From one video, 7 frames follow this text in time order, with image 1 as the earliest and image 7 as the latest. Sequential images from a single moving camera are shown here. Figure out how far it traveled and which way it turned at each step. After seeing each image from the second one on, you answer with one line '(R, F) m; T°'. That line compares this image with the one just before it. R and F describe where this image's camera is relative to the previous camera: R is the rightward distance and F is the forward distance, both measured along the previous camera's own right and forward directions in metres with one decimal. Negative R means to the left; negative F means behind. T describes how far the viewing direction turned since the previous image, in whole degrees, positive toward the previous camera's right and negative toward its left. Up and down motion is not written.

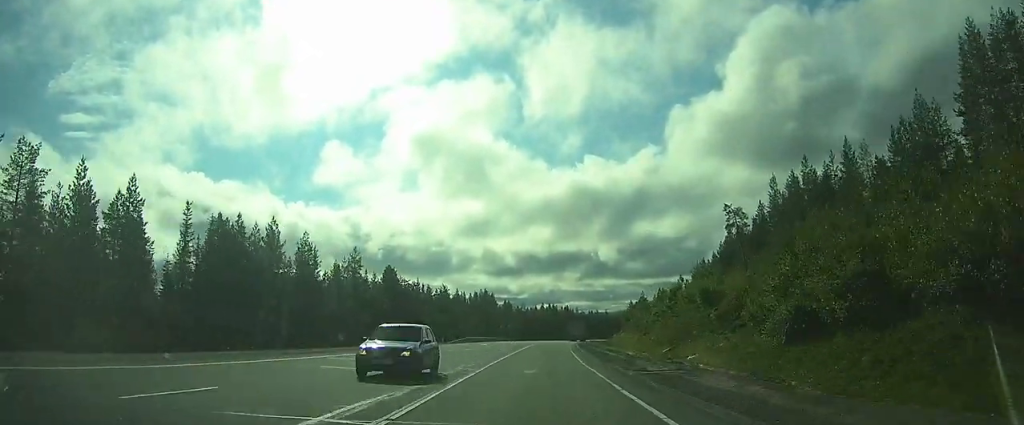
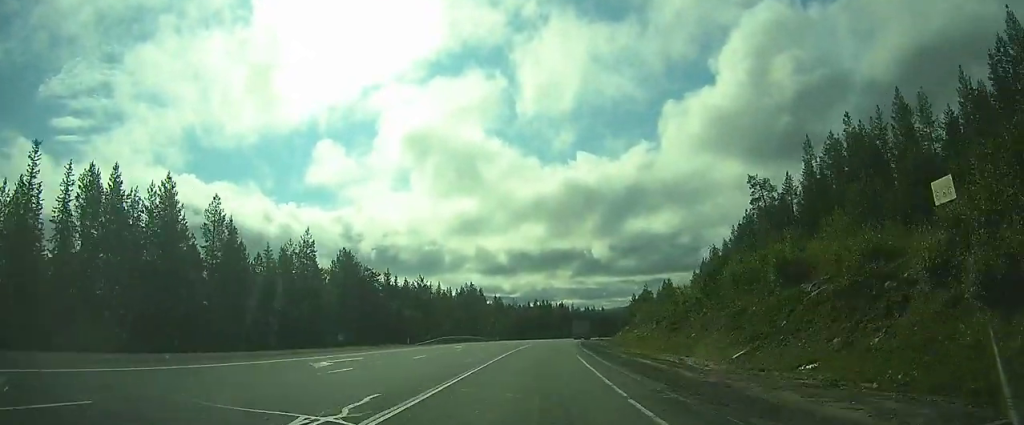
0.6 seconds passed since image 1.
(0.0, +12.1) m; 0°
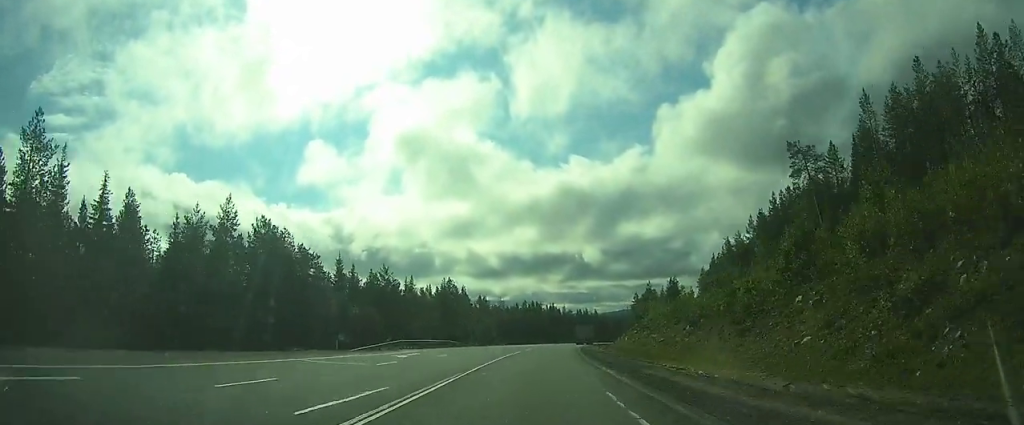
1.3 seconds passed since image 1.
(0.0, +13.5) m; 0°
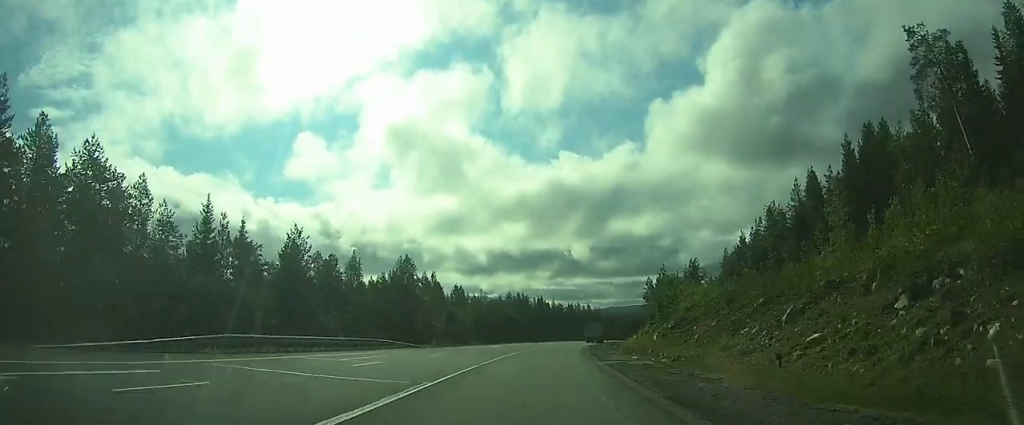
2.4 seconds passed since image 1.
(0.0, +21.4) m; 0°
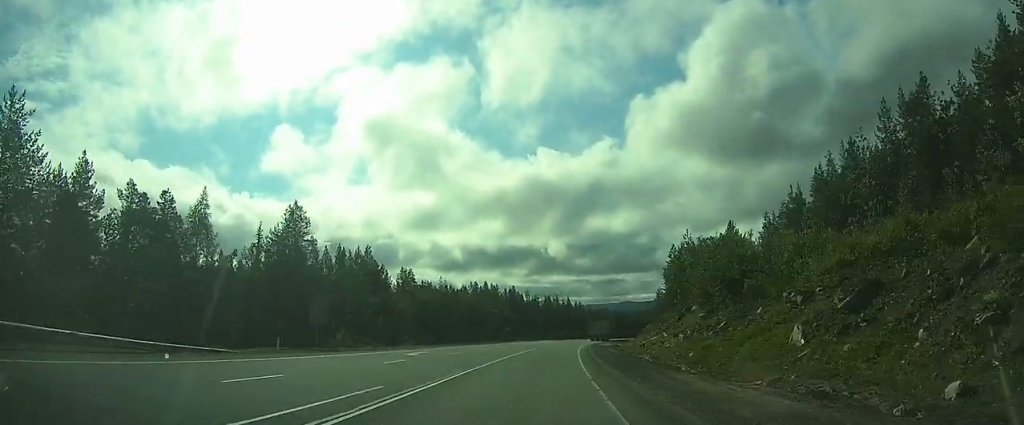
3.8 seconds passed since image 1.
(0.0, +26.3) m; 0°
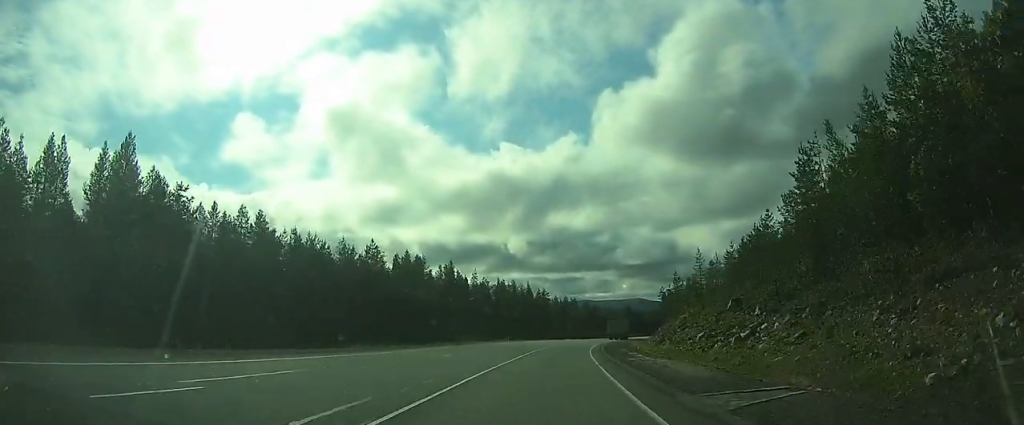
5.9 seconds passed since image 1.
(0.0, +43.5) m; 0°
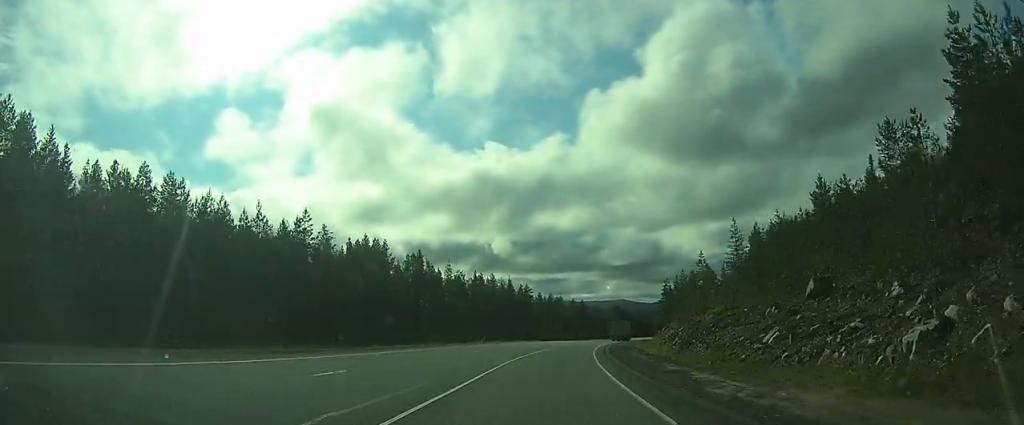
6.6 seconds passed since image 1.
(0.0, +13.6) m; 0°
